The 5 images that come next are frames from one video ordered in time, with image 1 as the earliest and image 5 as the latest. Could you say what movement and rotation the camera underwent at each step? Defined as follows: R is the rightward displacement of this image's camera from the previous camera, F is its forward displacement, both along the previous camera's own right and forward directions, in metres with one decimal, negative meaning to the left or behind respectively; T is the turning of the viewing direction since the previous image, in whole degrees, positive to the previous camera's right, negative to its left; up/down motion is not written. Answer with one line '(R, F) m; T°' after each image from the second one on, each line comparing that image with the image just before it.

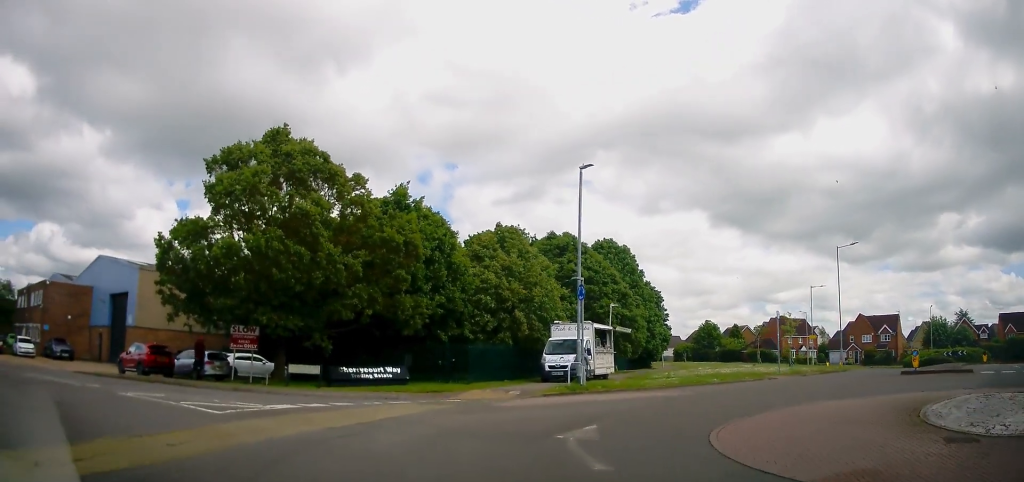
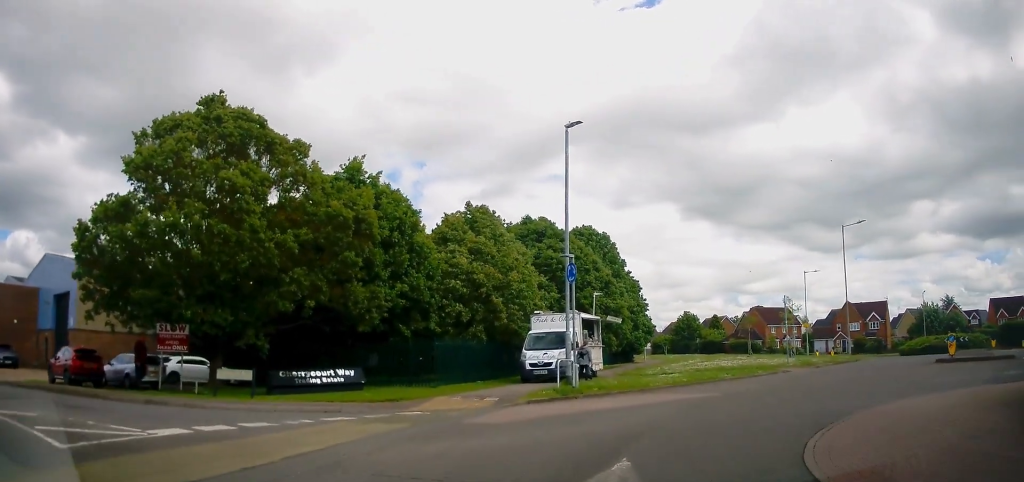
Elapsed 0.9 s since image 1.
(-0.1, +4.0) m; +3°
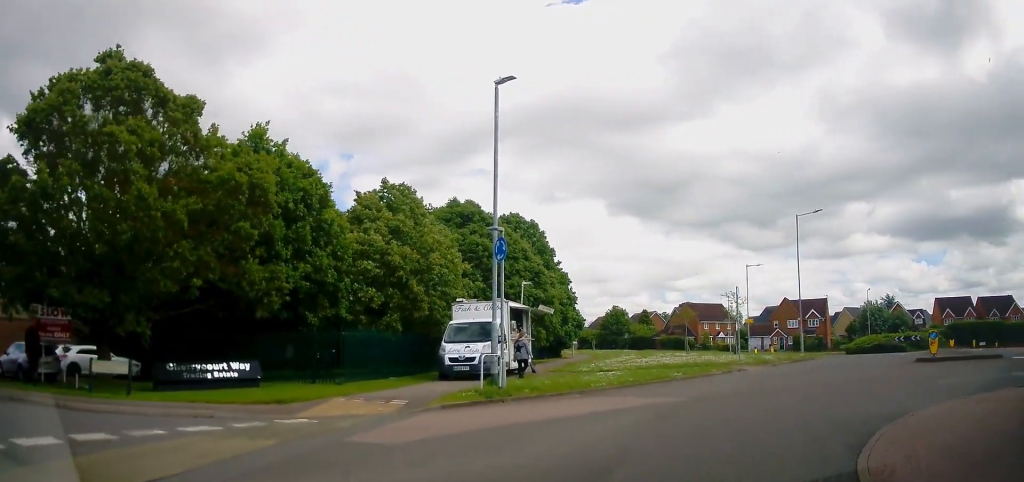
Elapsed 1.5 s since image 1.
(-0.3, +2.9) m; +7°
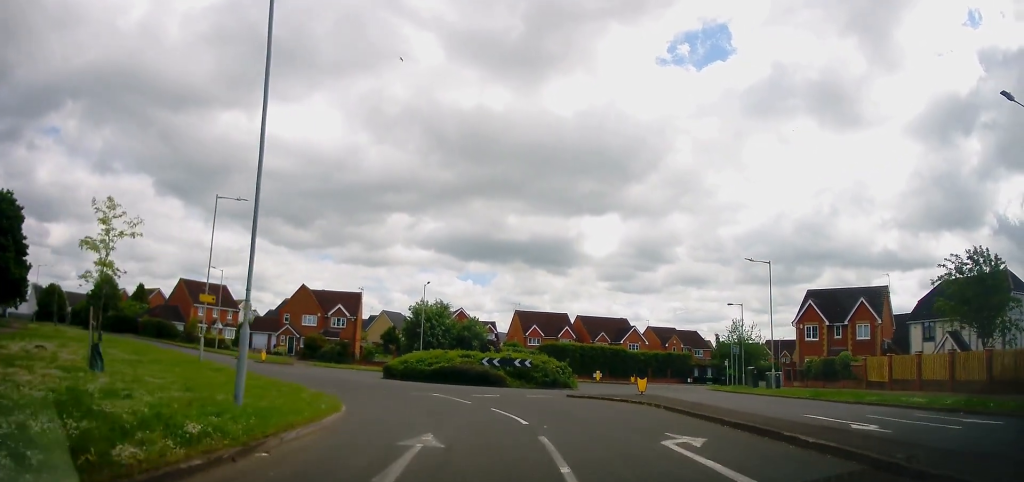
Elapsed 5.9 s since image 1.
(+12.6, +20.7) m; +40°
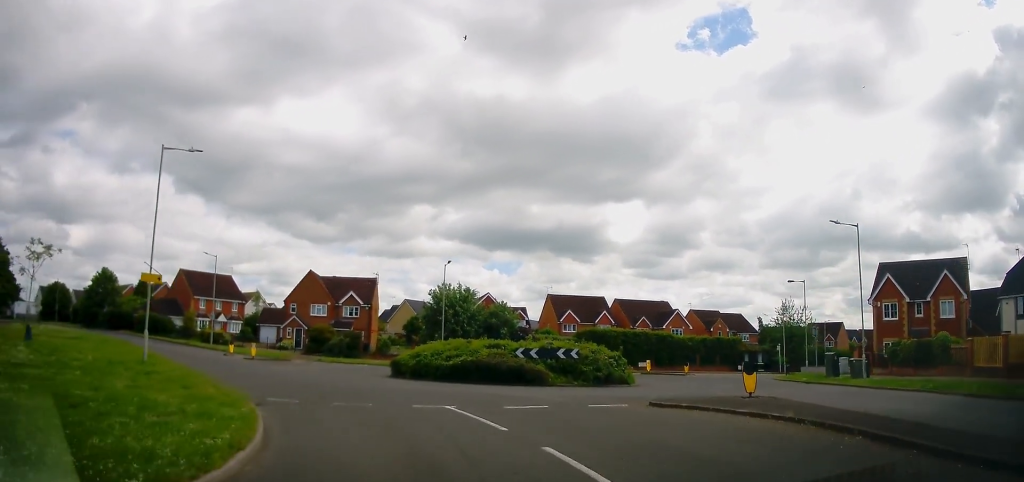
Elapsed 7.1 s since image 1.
(-0.2, +7.3) m; -2°
